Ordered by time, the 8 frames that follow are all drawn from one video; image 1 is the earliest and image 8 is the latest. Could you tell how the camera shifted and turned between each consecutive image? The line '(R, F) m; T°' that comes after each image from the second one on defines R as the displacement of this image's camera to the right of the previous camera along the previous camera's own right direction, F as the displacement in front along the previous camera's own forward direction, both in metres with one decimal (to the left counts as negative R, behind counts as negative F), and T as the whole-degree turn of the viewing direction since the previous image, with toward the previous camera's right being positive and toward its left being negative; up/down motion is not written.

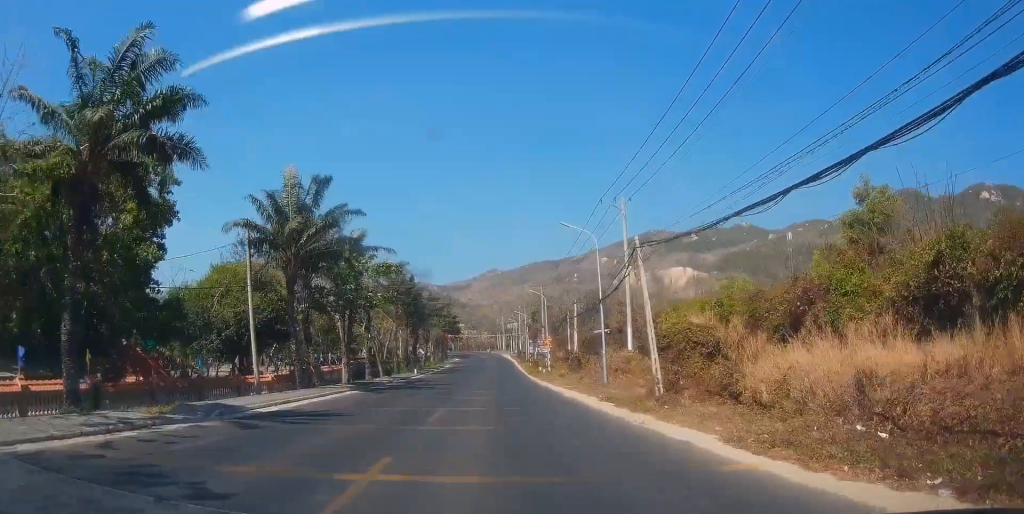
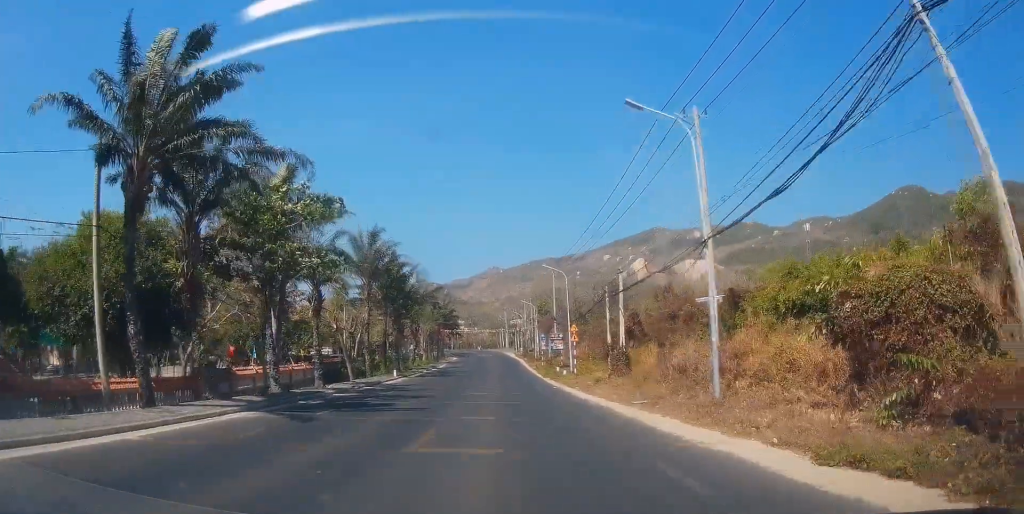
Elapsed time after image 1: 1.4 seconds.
(0.0, +16.0) m; -1°
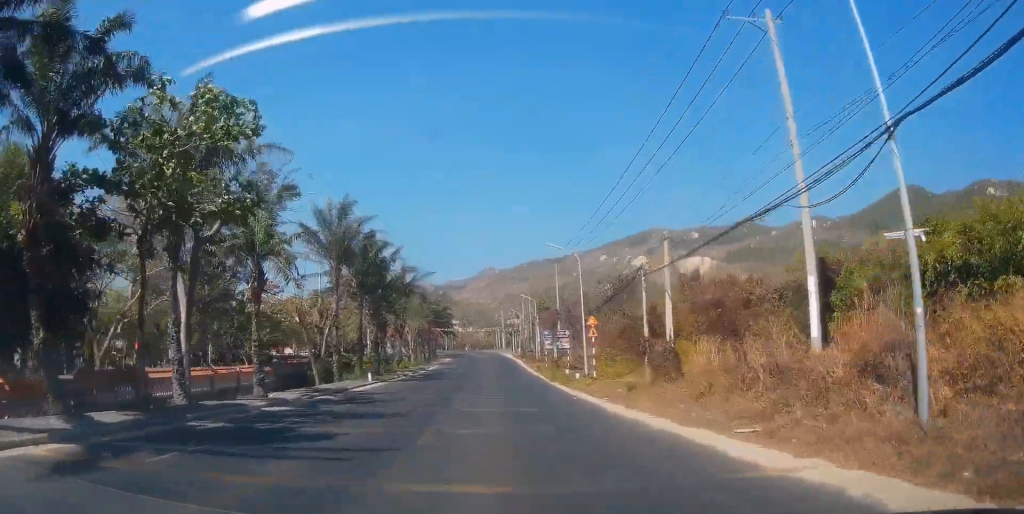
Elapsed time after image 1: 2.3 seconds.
(-0.1, +9.1) m; +1°
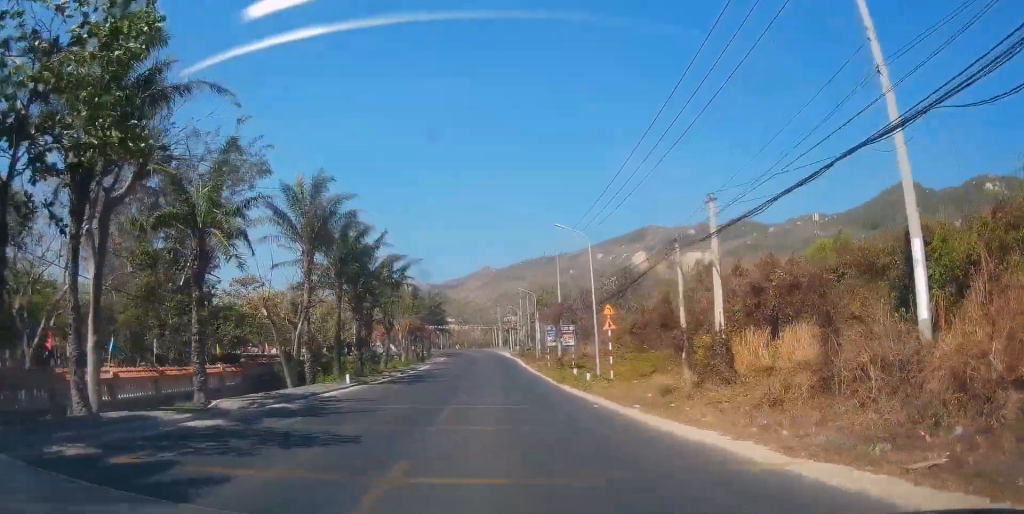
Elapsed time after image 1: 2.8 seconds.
(+0.1, +5.3) m; +1°
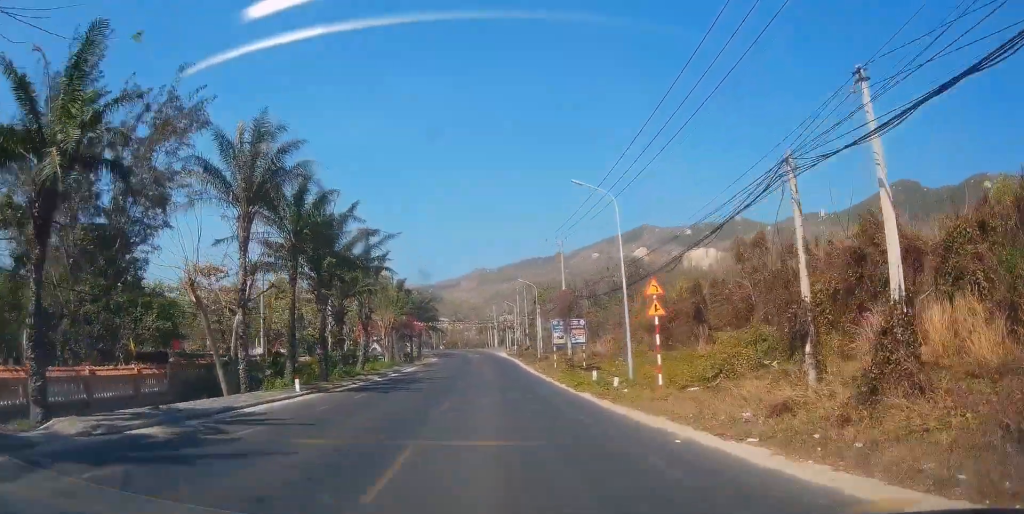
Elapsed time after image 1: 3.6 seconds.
(+0.1, +8.6) m; 0°
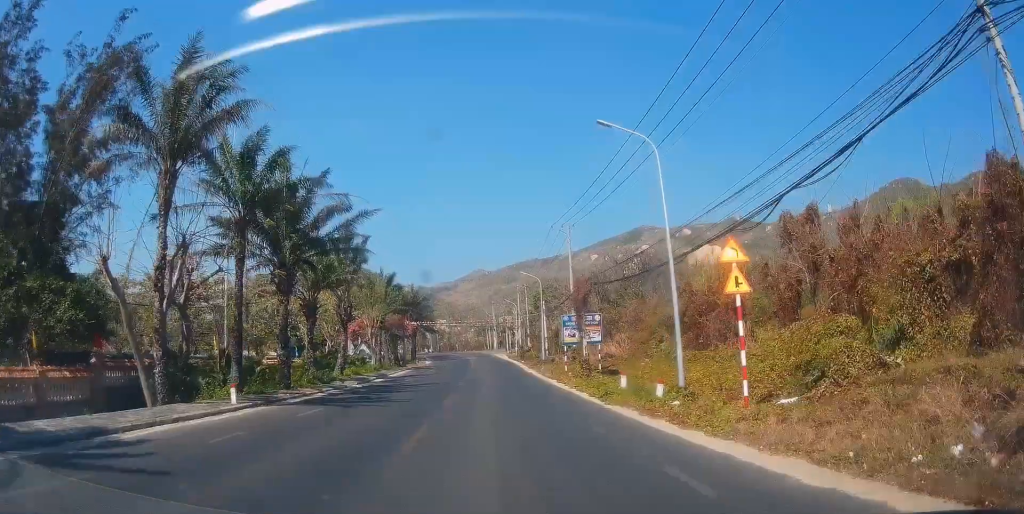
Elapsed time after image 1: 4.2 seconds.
(0.0, +6.8) m; 0°
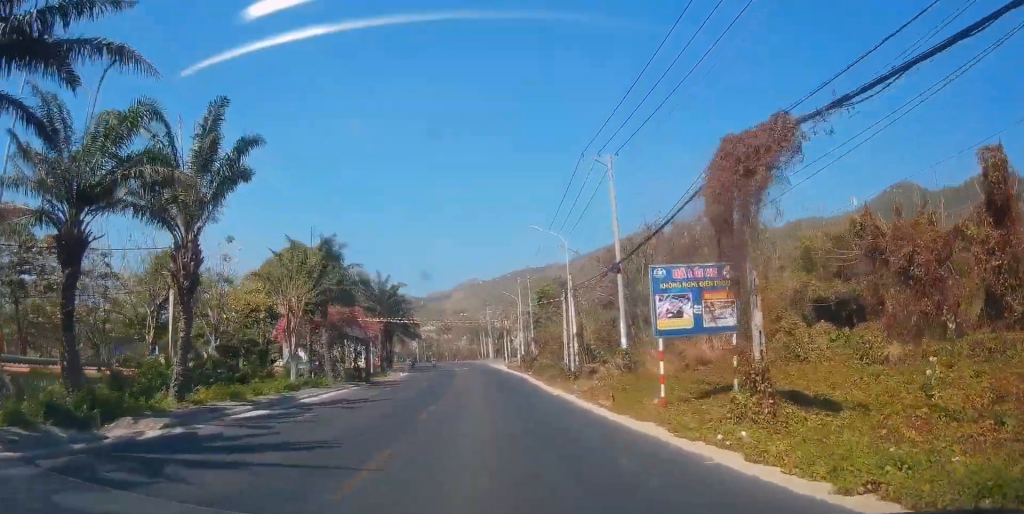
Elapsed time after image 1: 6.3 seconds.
(-0.2, +23.2) m; +2°
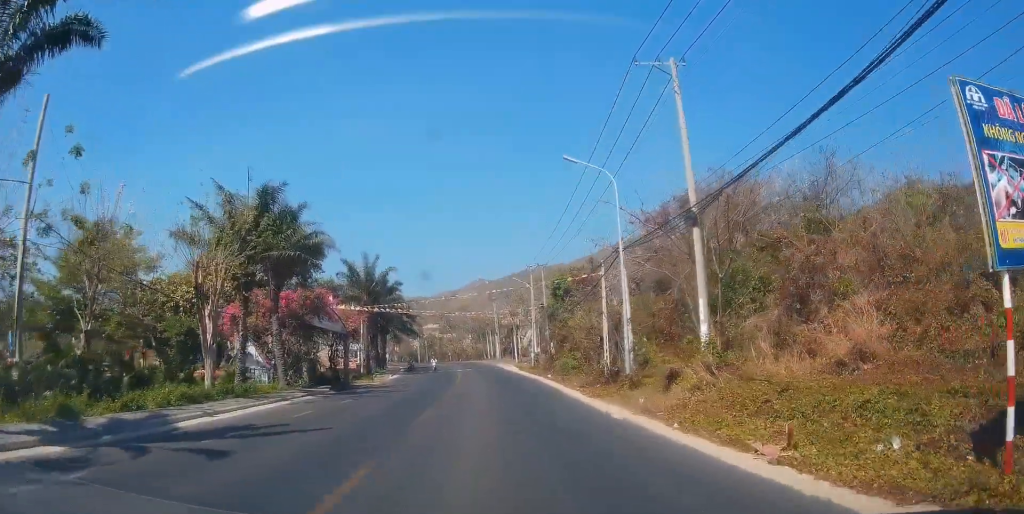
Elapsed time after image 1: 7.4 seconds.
(+0.4, +11.9) m; -1°
